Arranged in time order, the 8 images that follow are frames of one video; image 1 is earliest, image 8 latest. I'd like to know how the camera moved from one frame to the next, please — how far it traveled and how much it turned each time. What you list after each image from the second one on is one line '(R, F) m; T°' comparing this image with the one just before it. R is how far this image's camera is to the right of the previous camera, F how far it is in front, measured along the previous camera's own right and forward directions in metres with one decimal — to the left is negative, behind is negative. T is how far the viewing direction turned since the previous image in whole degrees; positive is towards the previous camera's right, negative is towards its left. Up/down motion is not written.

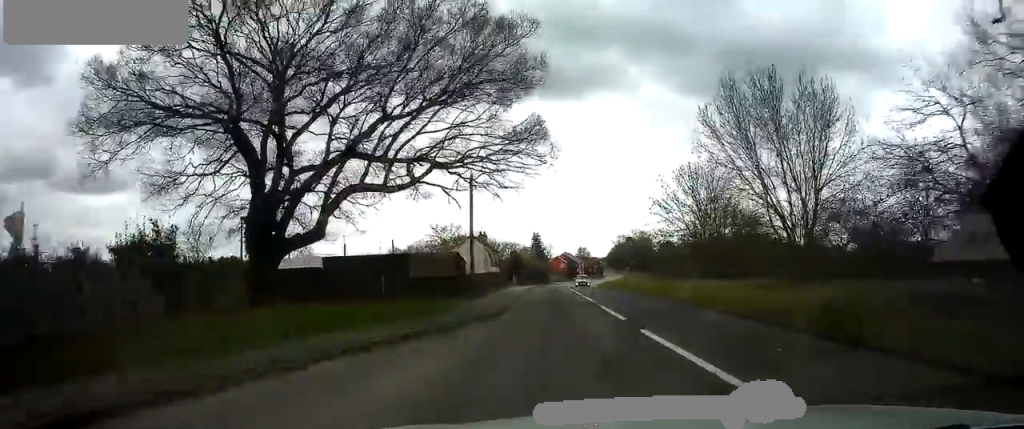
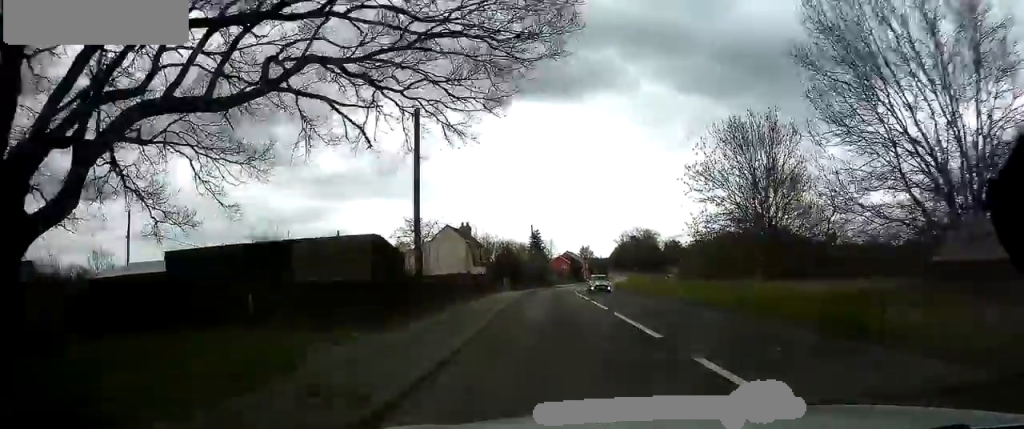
(+0.1, +14.3) m; +1°
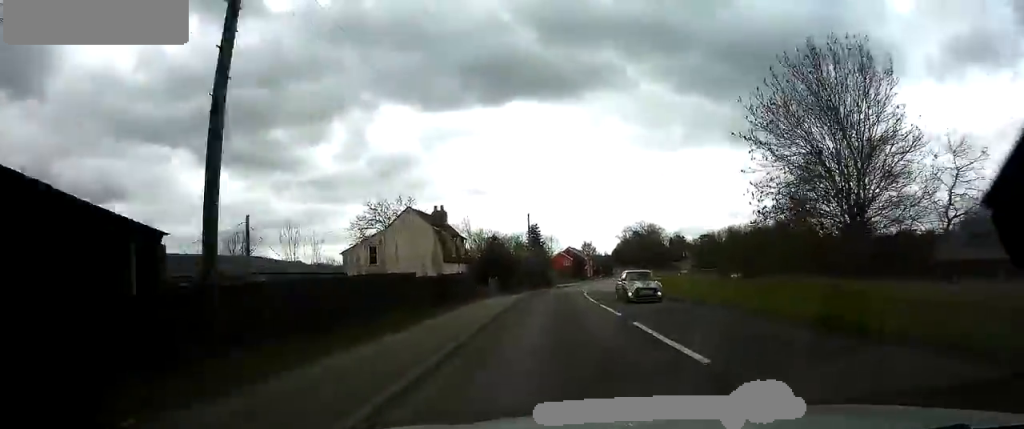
(+0.1, +12.5) m; +1°
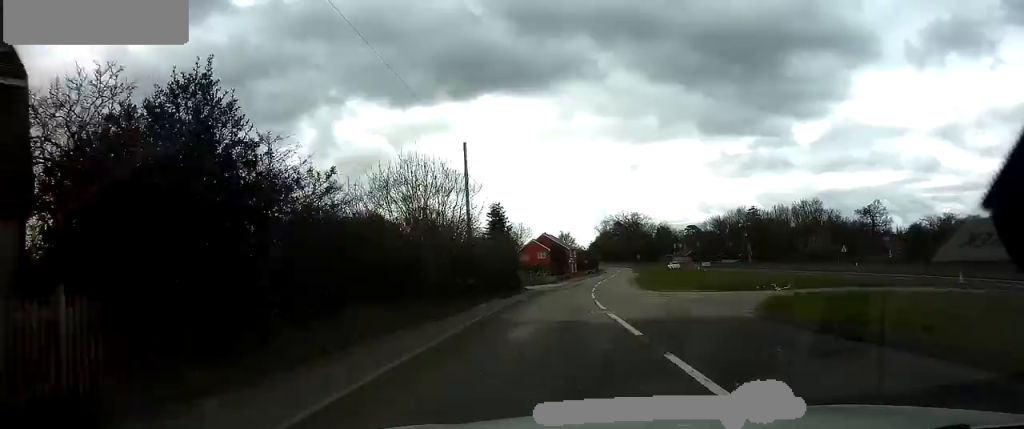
(+0.4, +34.1) m; +2°
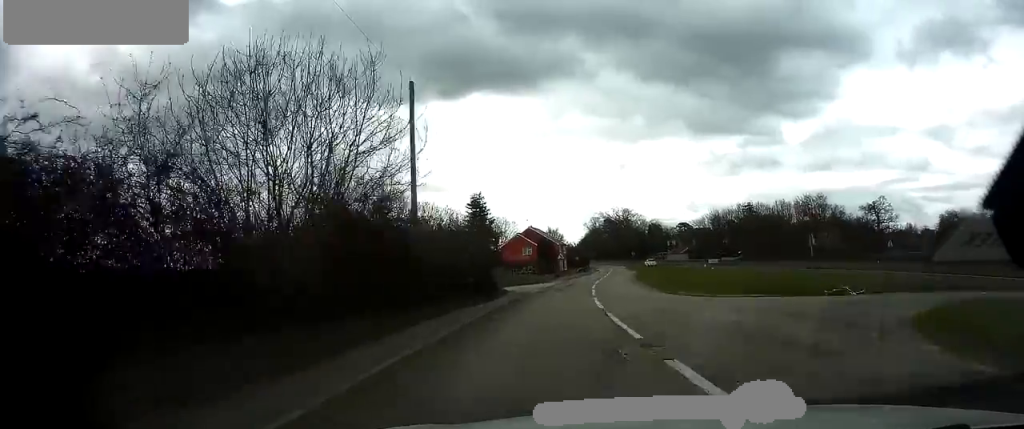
(+0.2, +10.1) m; +1°
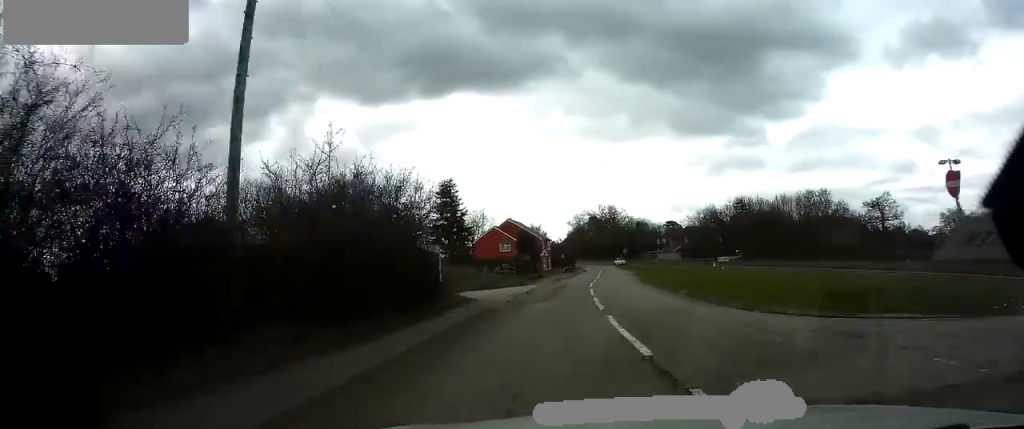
(0.0, +11.4) m; +2°
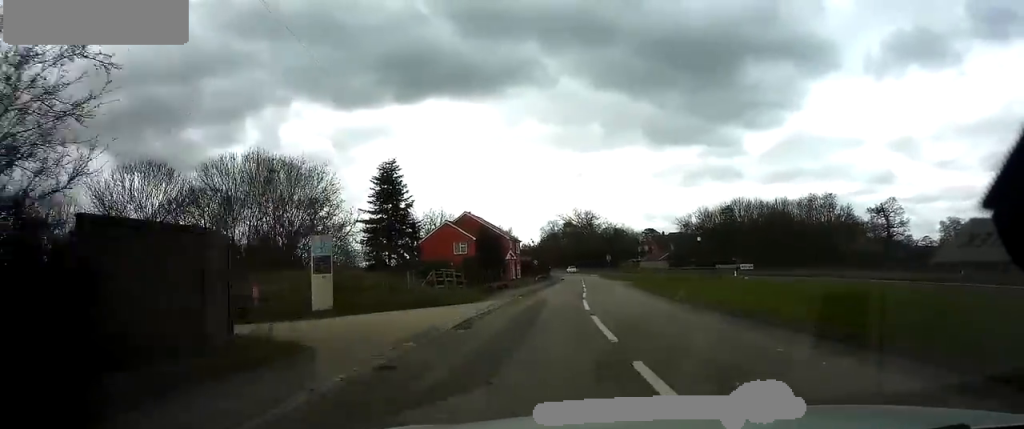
(+0.4, +15.9) m; +3°
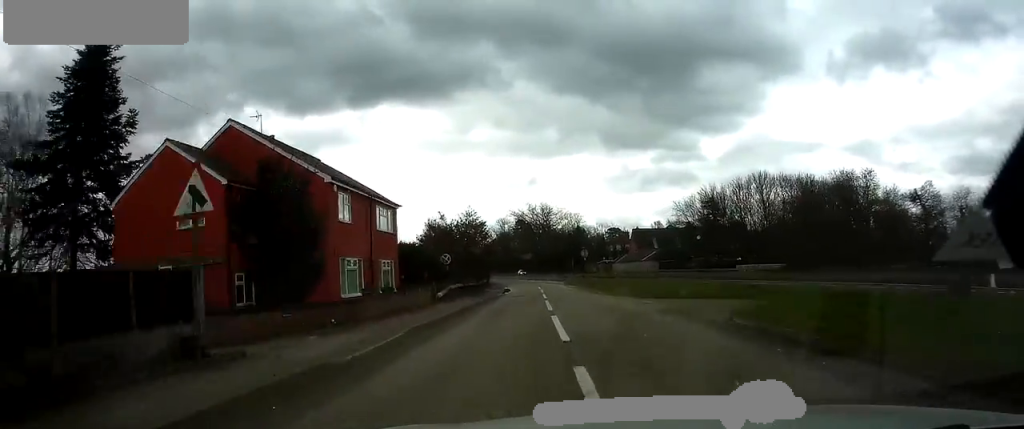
(+1.8, +35.5) m; +4°
